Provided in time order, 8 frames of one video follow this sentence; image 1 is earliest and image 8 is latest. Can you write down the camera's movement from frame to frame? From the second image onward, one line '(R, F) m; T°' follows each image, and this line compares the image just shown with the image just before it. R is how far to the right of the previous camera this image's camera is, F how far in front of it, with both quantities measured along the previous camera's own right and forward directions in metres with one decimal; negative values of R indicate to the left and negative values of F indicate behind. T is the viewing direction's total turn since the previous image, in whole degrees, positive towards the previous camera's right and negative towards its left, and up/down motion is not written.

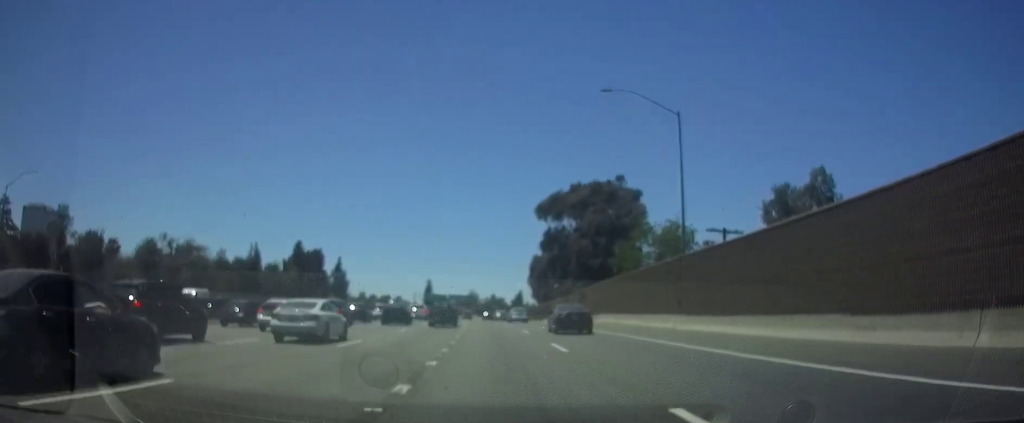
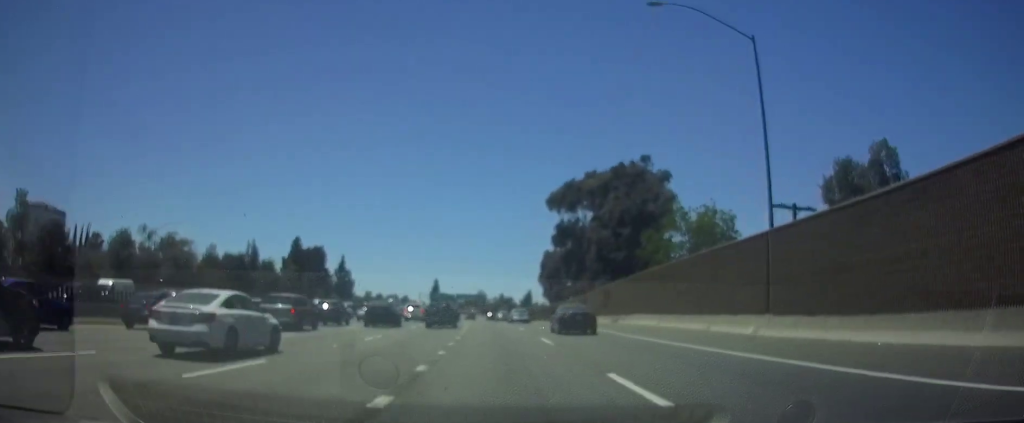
(-0.1, +10.5) m; -1°
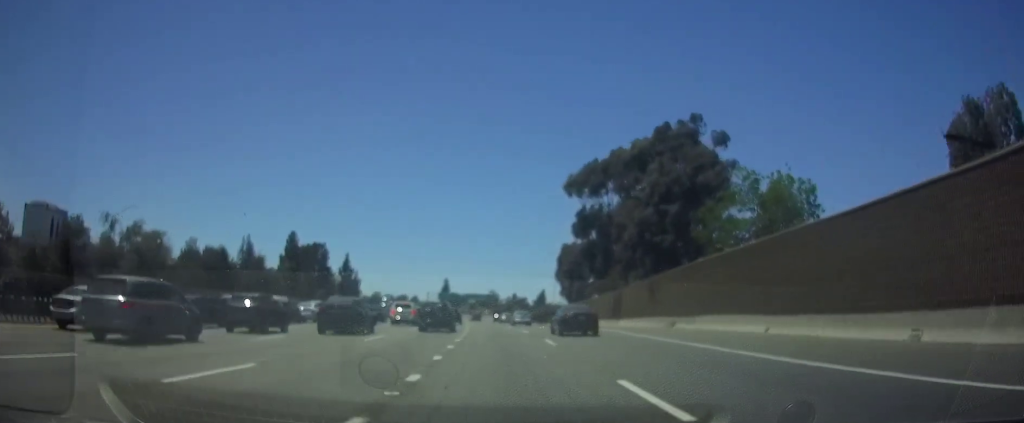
(-0.1, +15.5) m; -1°
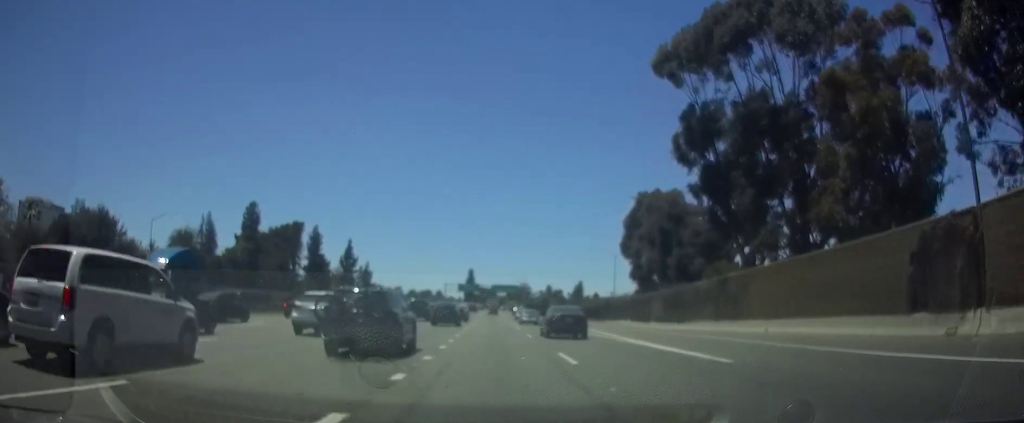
(-1.5, +50.5) m; -3°
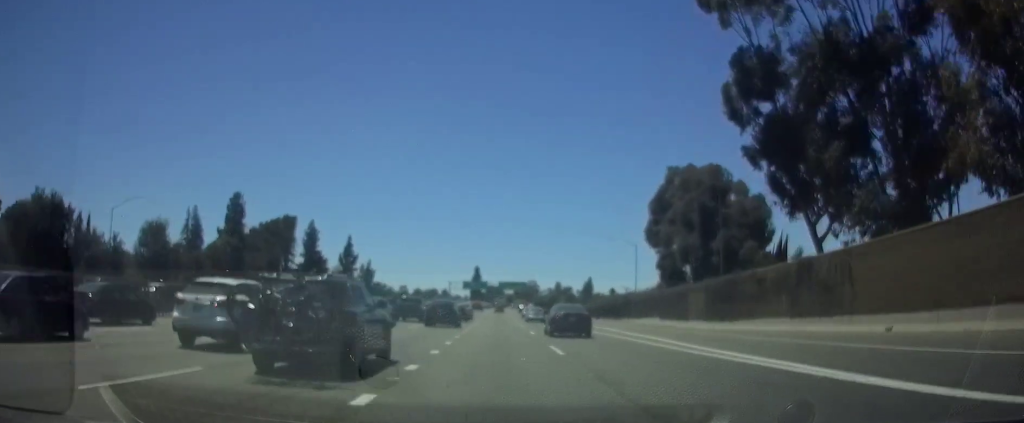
(0.0, +12.3) m; 0°
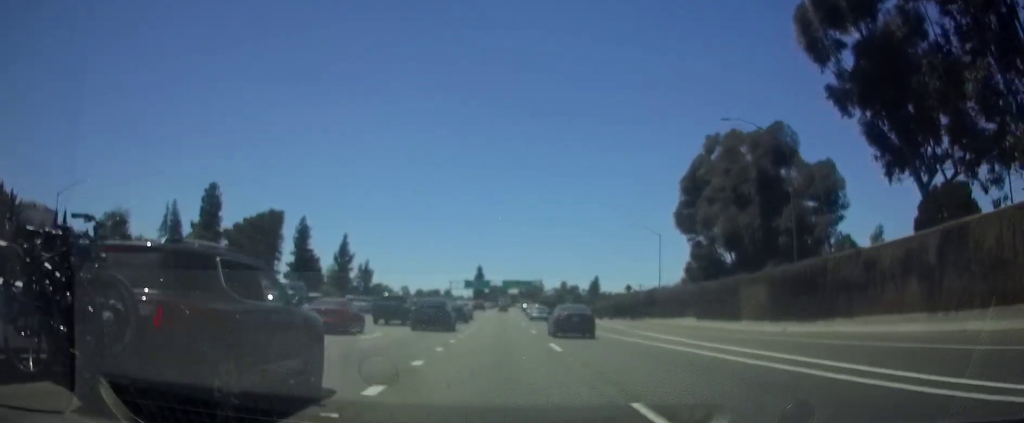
(0.0, +13.0) m; 0°
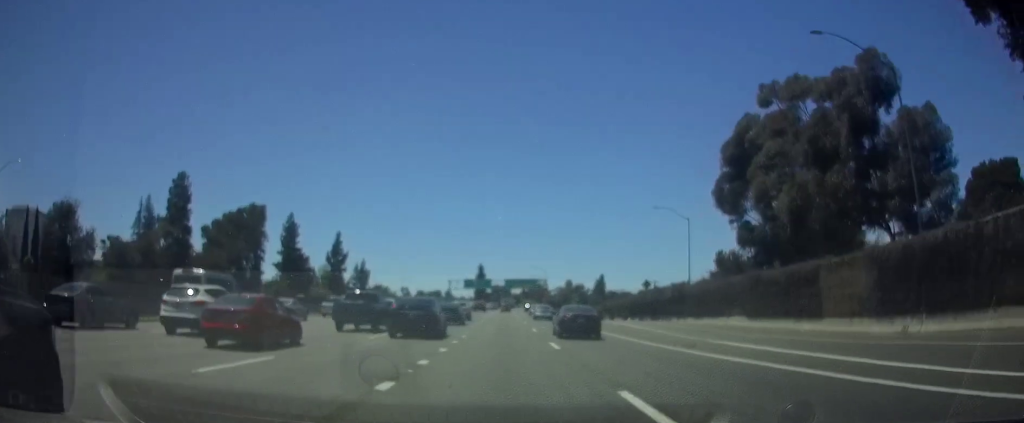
(-0.1, +13.1) m; 0°
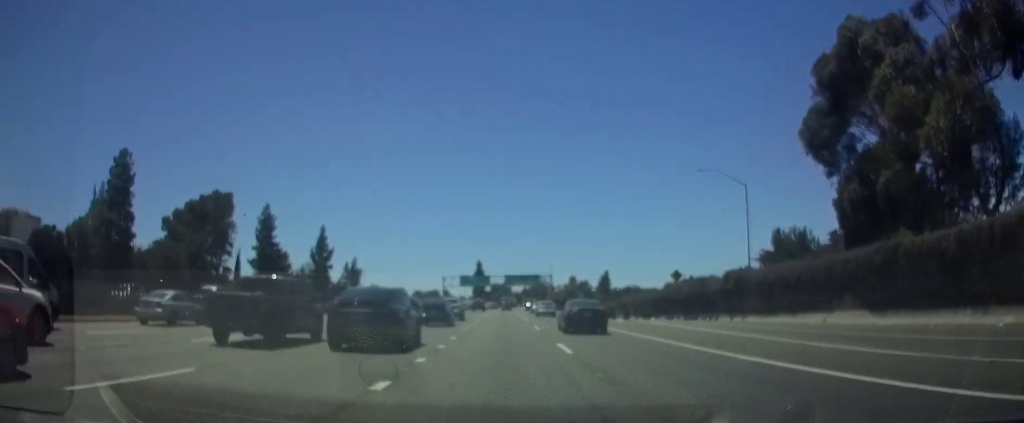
(0.0, +18.5) m; 0°
